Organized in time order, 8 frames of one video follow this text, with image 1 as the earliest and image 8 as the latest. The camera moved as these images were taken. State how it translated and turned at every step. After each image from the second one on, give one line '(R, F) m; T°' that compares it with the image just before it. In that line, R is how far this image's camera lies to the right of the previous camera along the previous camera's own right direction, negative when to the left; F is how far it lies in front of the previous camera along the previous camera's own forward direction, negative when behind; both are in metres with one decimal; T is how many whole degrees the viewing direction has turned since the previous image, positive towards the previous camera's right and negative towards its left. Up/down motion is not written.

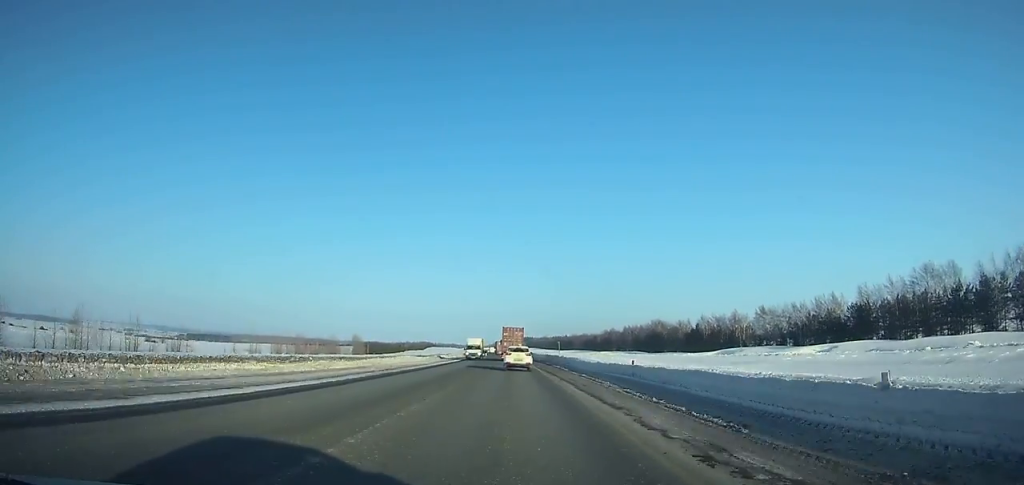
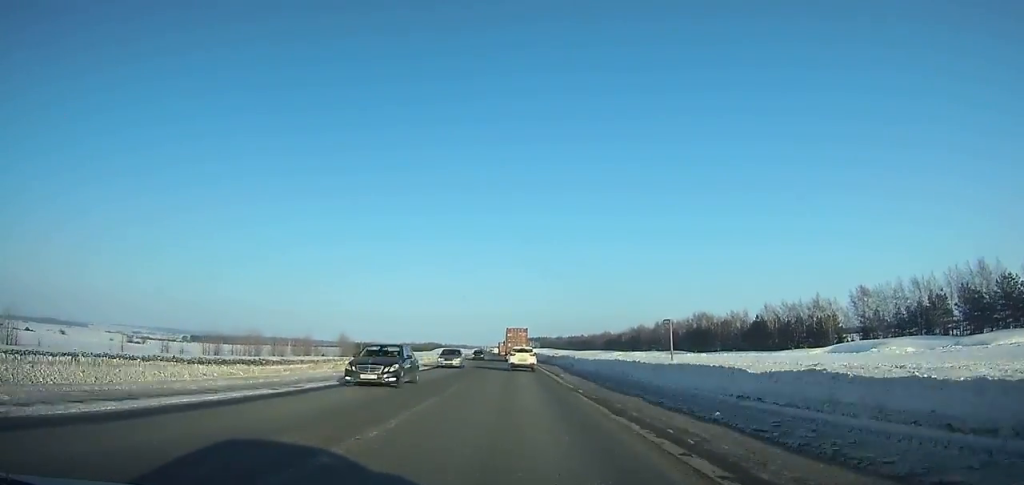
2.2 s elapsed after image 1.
(-0.4, +48.8) m; -1°
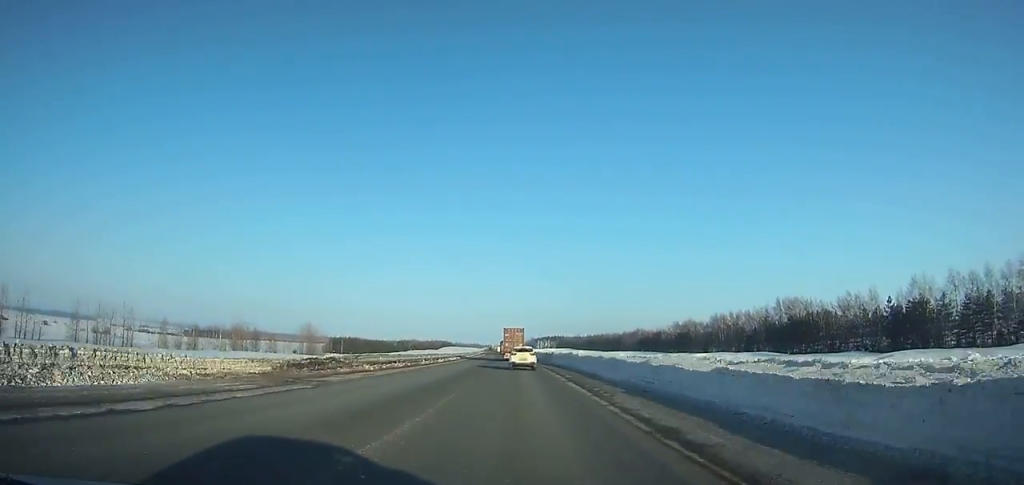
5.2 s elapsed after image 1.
(-0.6, +66.1) m; -1°
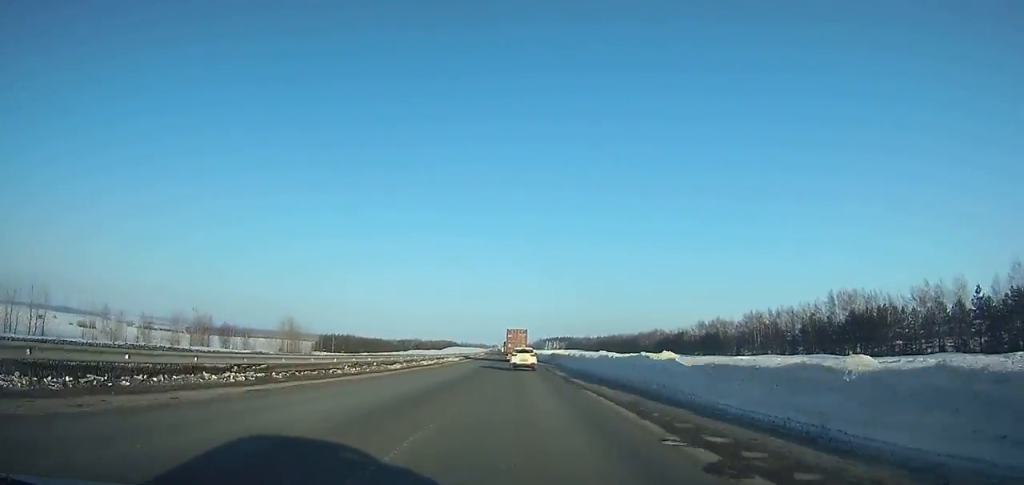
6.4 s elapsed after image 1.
(-0.1, +26.4) m; 0°
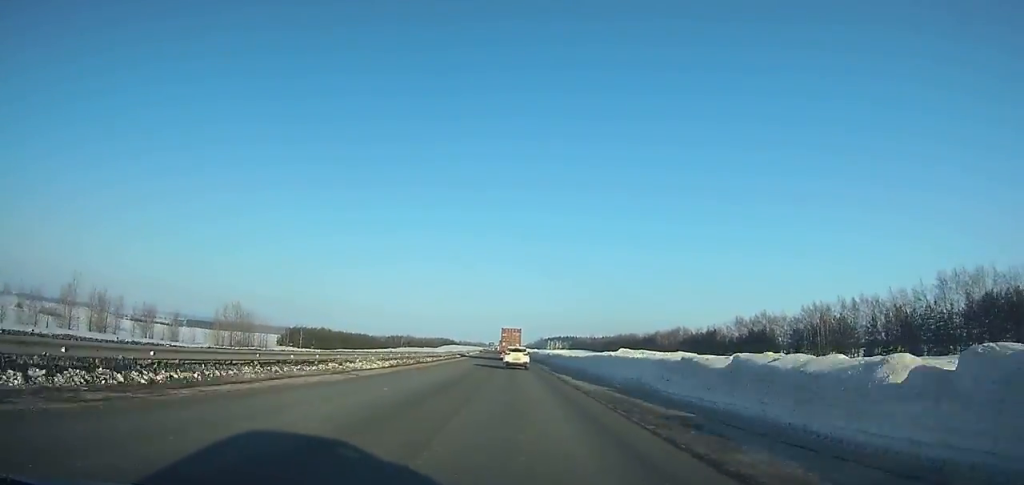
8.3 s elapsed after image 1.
(-0.2, +42.1) m; -1°
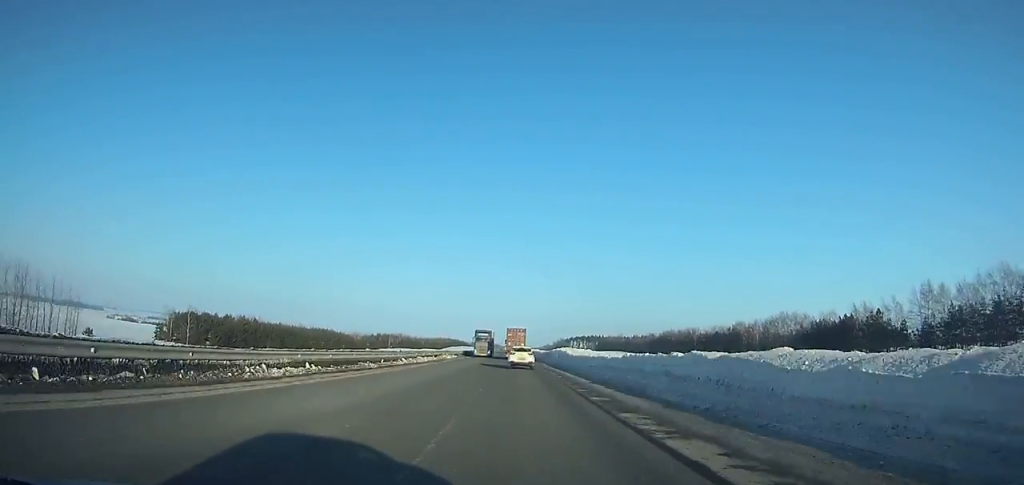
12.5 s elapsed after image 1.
(-1.3, +94.2) m; -1°
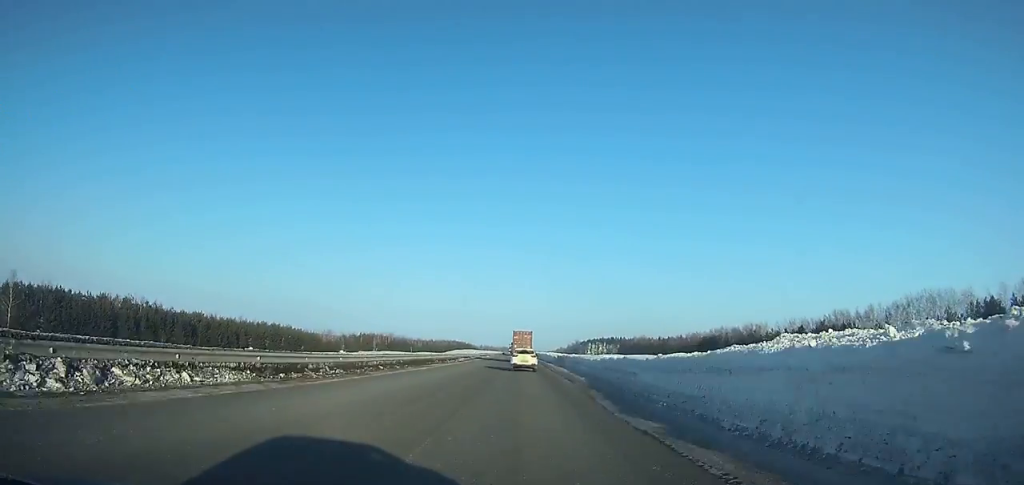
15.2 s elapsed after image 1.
(-0.3, +61.7) m; 0°
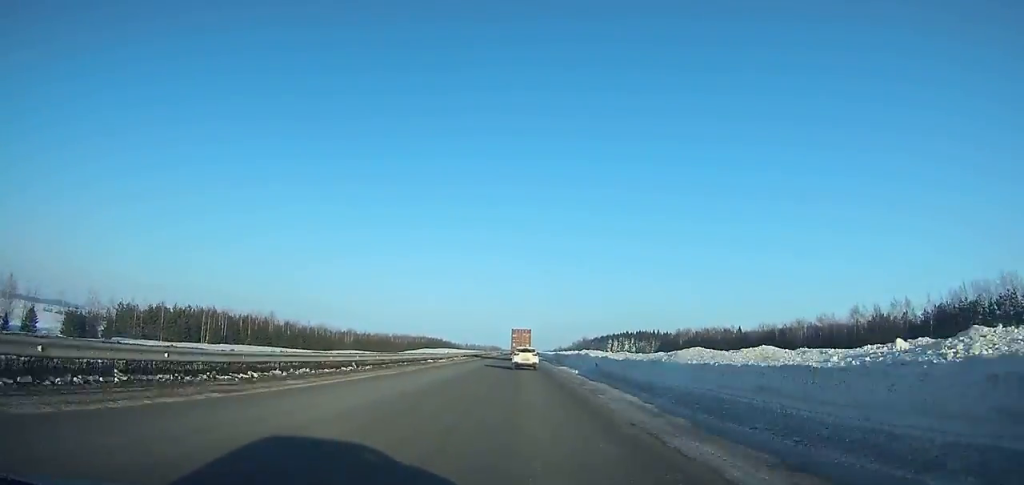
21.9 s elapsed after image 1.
(+0.6, +154.9) m; 0°
